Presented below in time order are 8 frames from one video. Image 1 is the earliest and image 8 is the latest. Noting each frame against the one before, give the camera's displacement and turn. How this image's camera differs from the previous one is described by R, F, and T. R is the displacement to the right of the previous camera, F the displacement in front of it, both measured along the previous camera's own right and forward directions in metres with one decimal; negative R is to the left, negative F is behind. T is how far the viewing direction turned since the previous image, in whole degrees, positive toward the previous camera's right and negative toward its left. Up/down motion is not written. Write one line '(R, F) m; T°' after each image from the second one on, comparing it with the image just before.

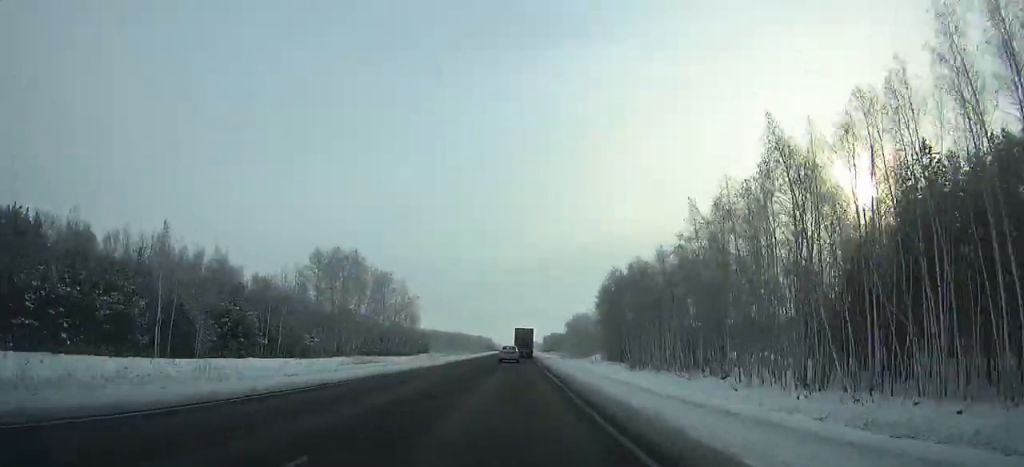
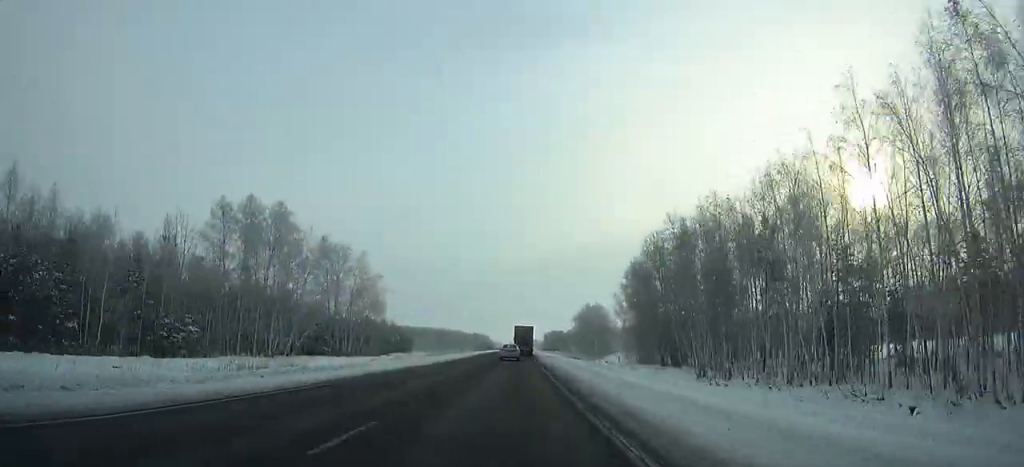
(-0.5, +36.4) m; +1°
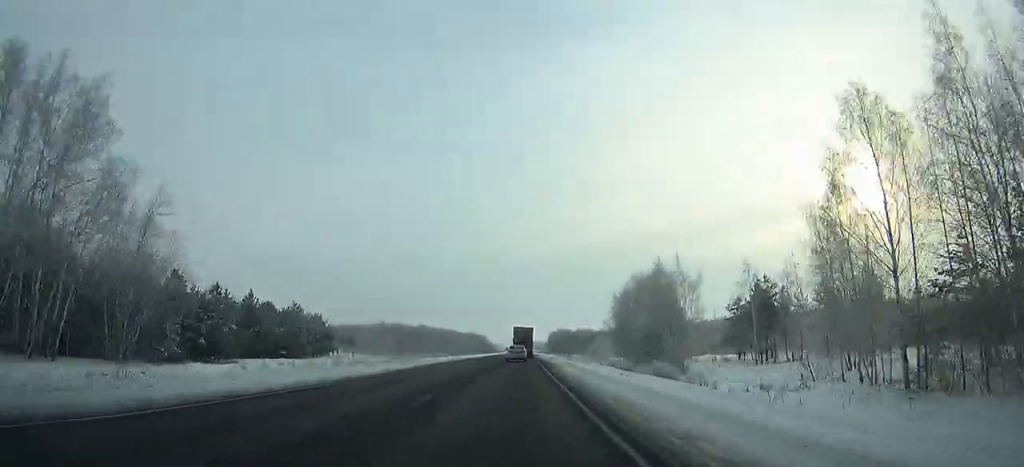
(+1.8, +71.5) m; +2°
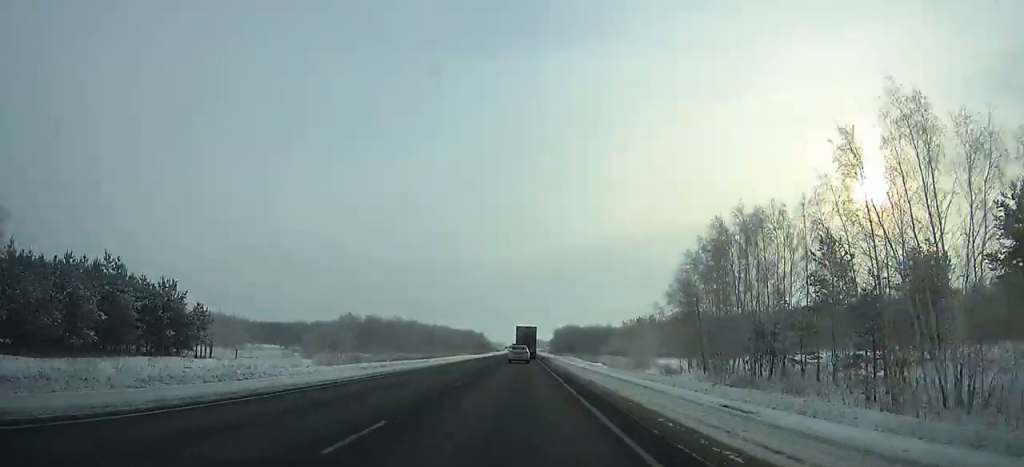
(+0.3, +42.9) m; 0°
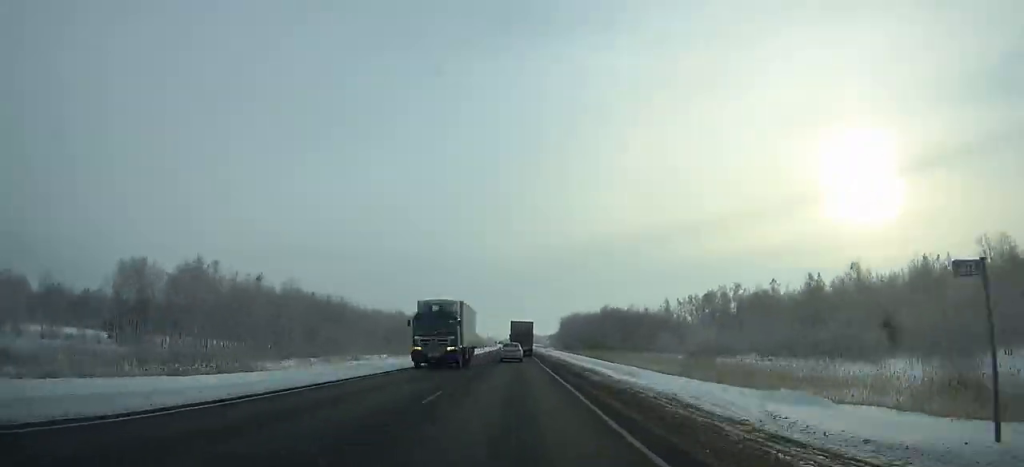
(+0.4, +104.7) m; 0°
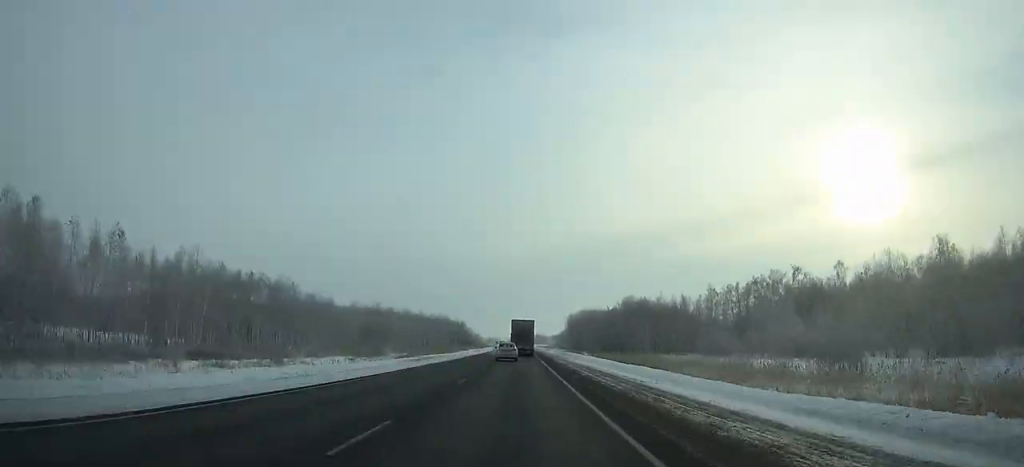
(+0.1, +31.1) m; 0°
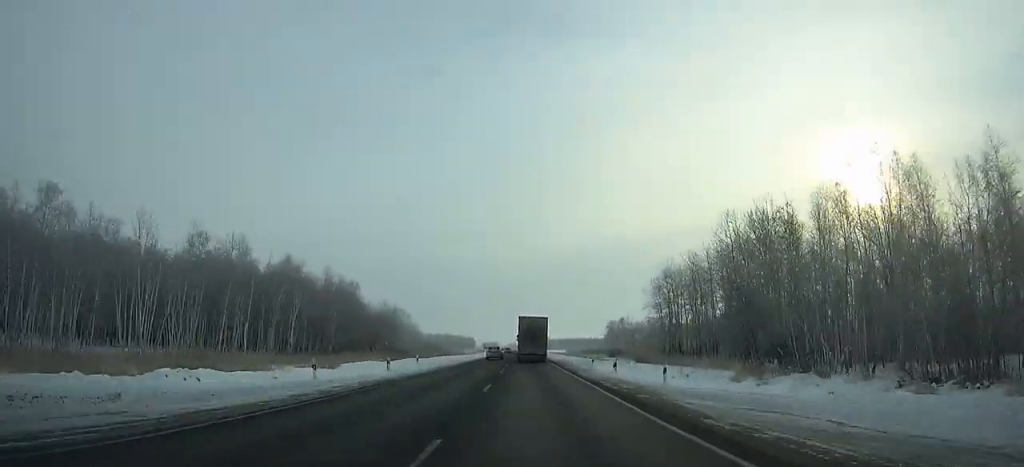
(-0.7, +199.9) m; -1°
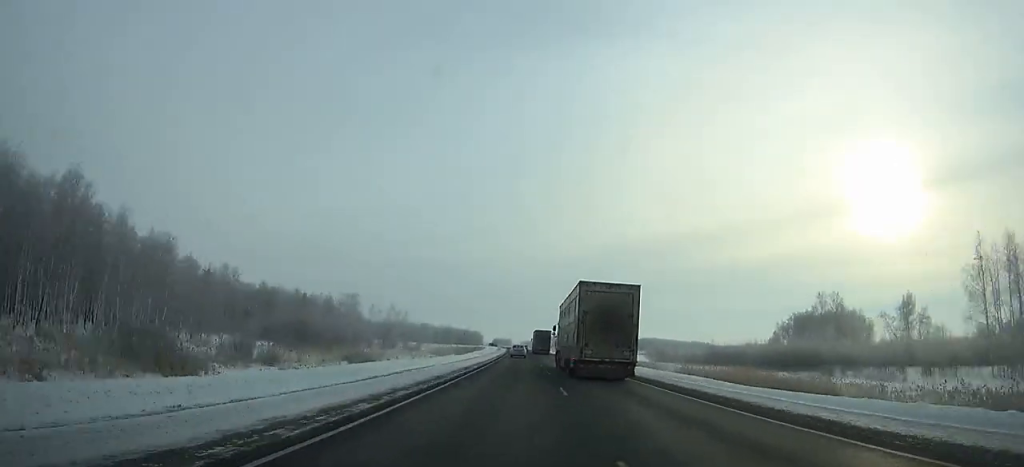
(-1.5, +147.0) m; -1°
